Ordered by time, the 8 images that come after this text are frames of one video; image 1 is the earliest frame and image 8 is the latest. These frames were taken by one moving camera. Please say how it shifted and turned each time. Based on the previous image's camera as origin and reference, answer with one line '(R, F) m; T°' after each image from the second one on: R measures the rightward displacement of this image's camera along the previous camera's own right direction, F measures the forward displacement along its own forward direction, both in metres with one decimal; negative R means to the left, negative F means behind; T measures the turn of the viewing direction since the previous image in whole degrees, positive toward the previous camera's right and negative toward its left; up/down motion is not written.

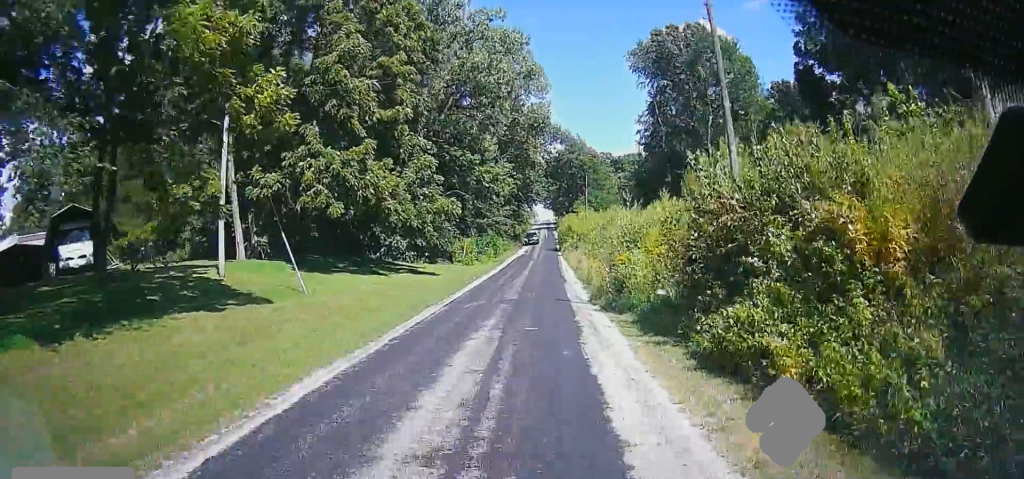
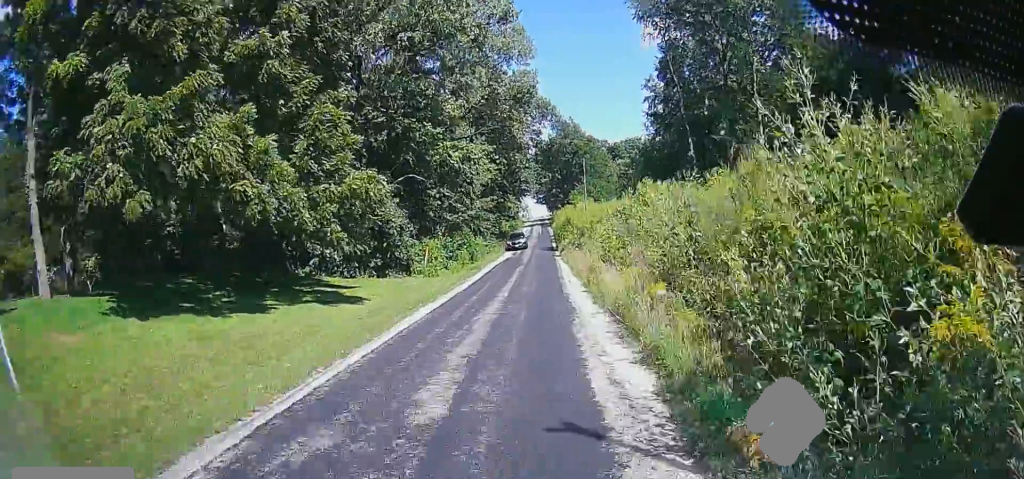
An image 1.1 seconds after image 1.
(+0.1, +14.3) m; 0°
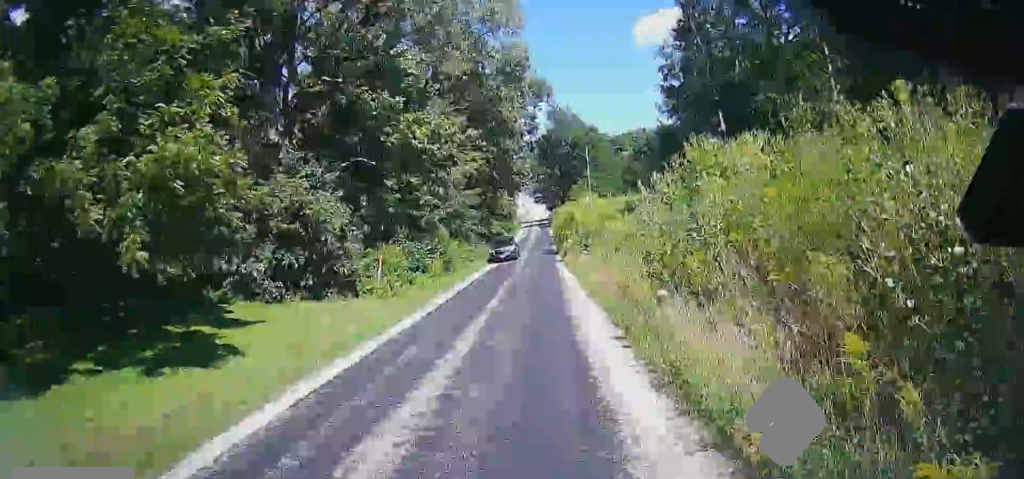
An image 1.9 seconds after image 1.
(0.0, +10.2) m; 0°
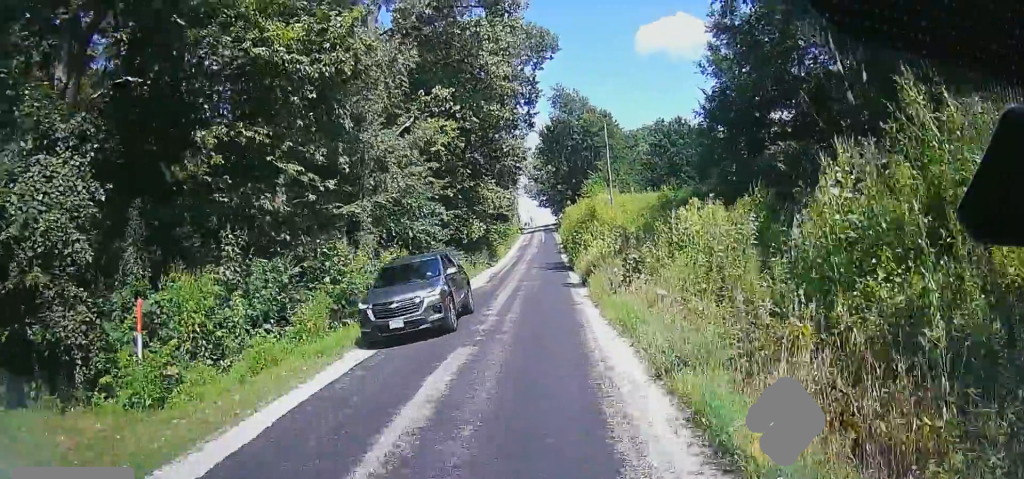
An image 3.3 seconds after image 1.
(0.0, +17.1) m; 0°
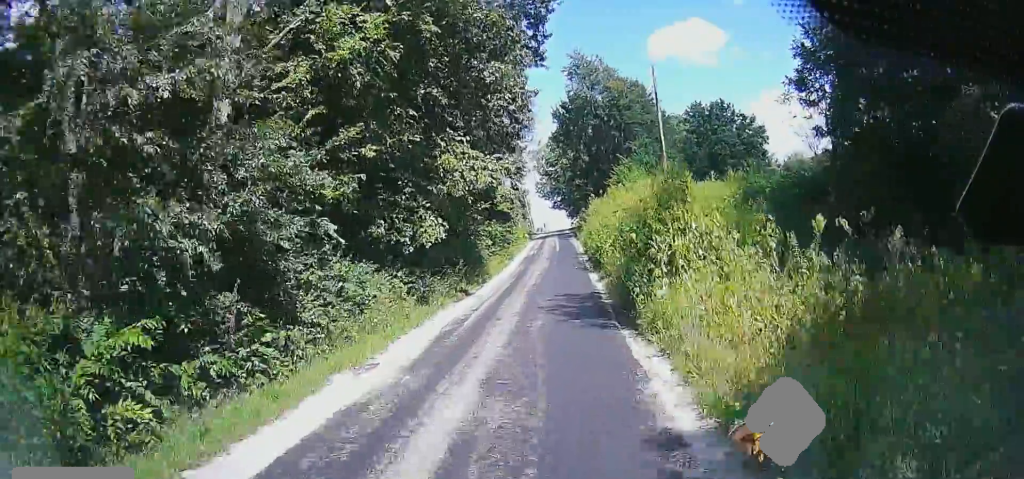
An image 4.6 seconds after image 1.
(0.0, +17.7) m; 0°
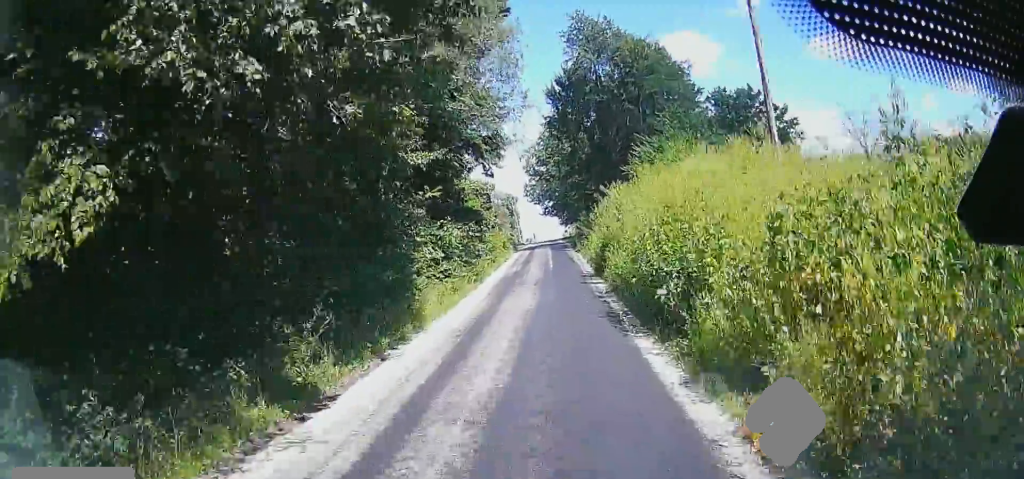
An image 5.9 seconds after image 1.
(0.0, +16.1) m; 0°
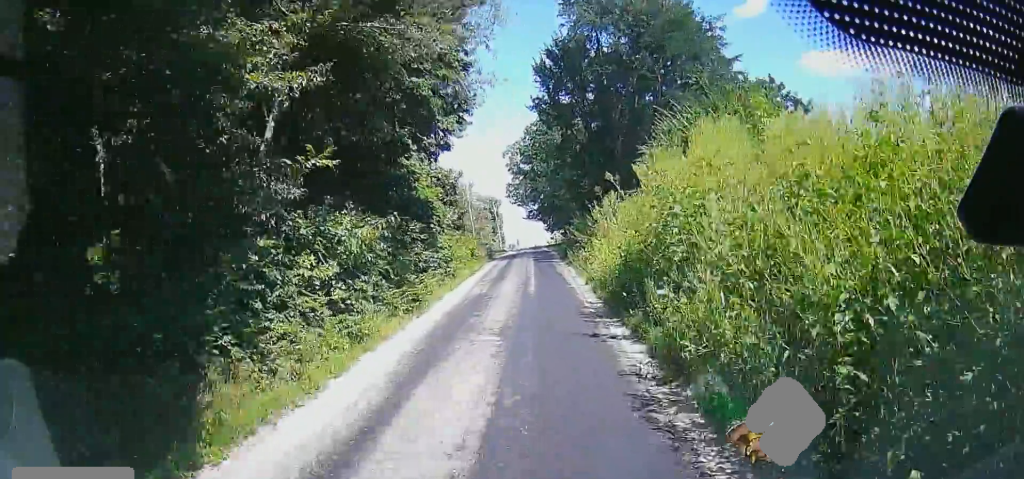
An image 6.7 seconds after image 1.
(0.0, +10.5) m; 0°
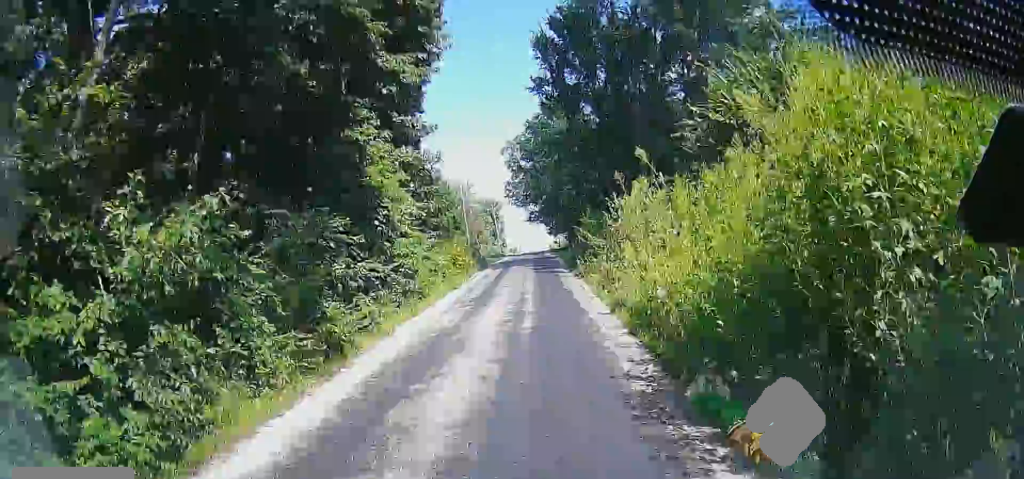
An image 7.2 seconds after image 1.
(0.0, +7.4) m; 0°
